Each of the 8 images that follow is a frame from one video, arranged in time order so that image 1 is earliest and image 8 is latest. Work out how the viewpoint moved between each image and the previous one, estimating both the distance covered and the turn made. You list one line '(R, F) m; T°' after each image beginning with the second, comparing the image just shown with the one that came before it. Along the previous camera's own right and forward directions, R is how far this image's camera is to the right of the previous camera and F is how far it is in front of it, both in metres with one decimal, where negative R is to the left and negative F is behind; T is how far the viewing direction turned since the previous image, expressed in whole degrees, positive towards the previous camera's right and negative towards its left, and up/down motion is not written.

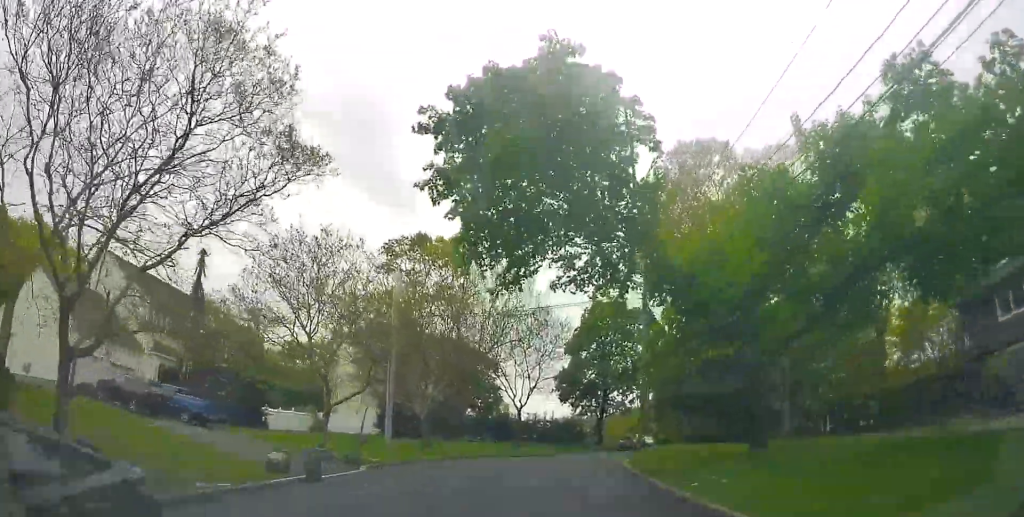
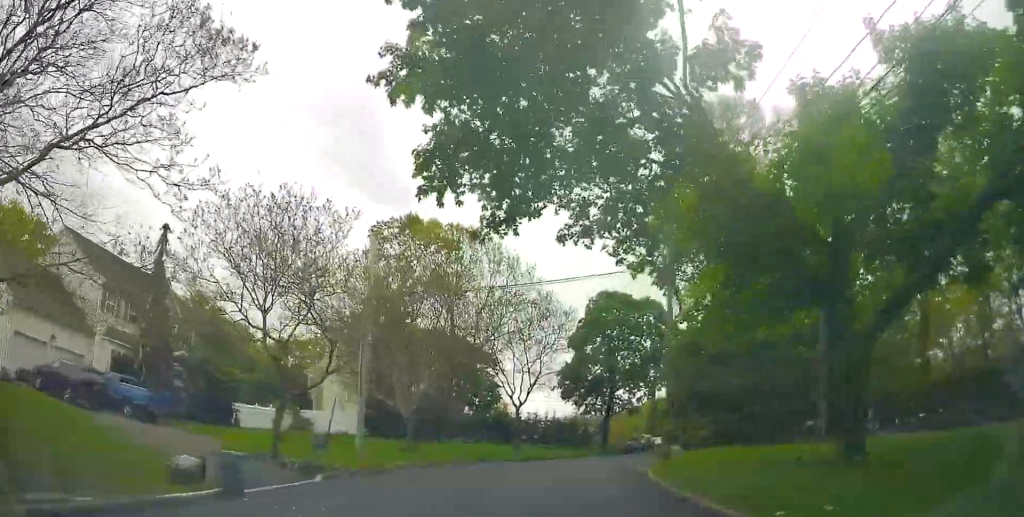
(0.0, +4.7) m; 0°
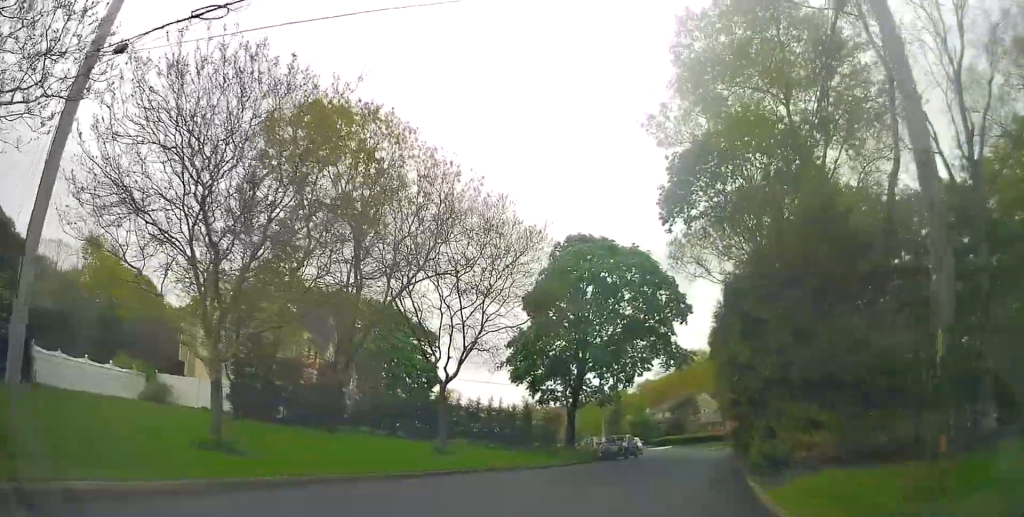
(+0.3, +15.8) m; +3°
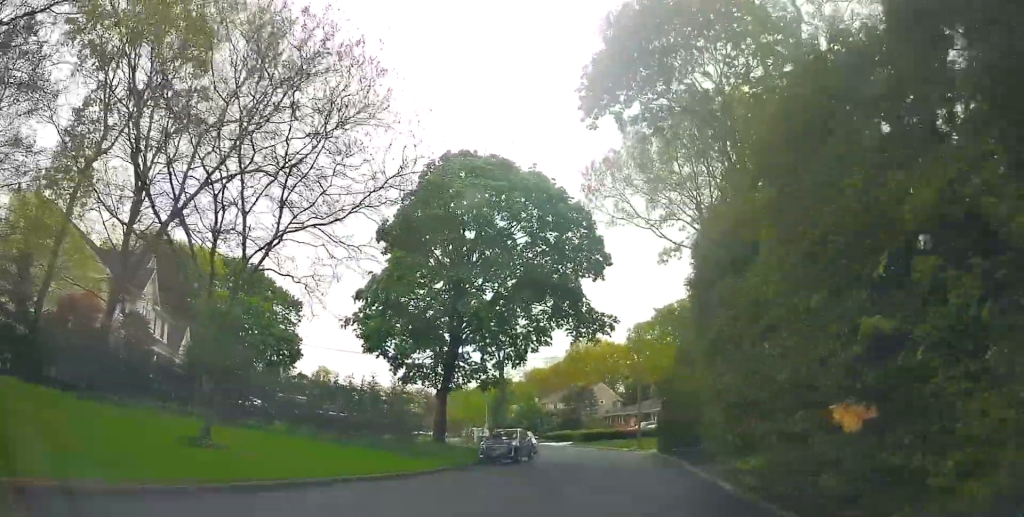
(+0.8, +11.8) m; +10°
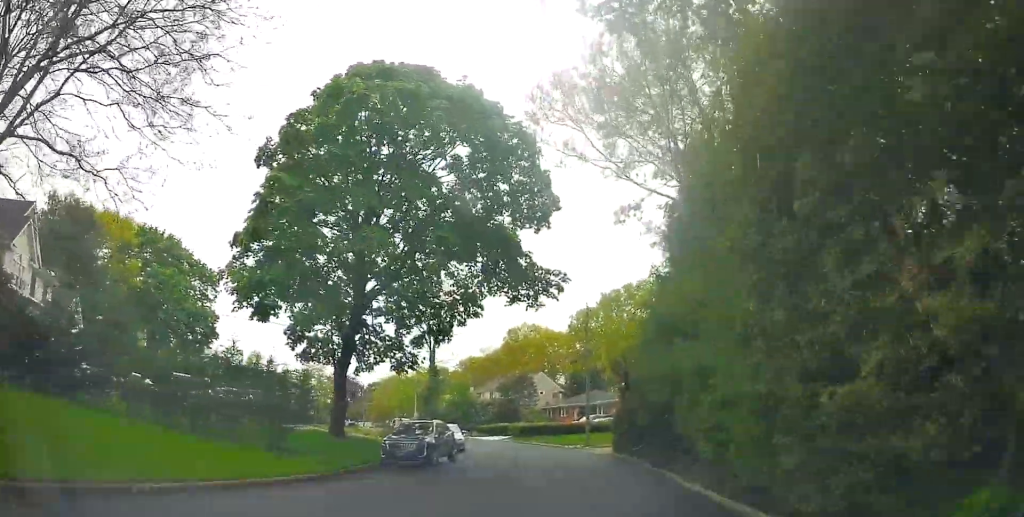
(+0.4, +7.5) m; +9°
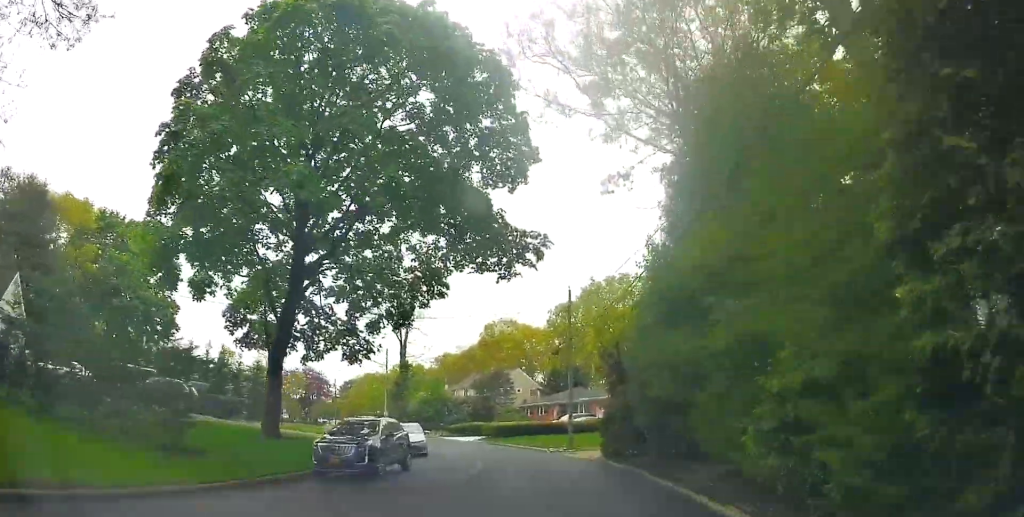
(+0.5, +4.6) m; +5°
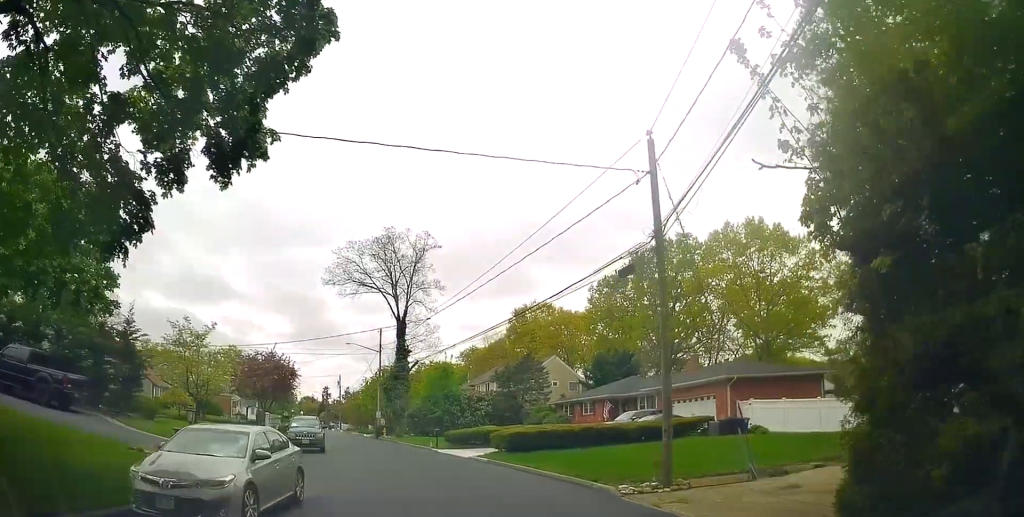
(-0.2, +19.3) m; -8°
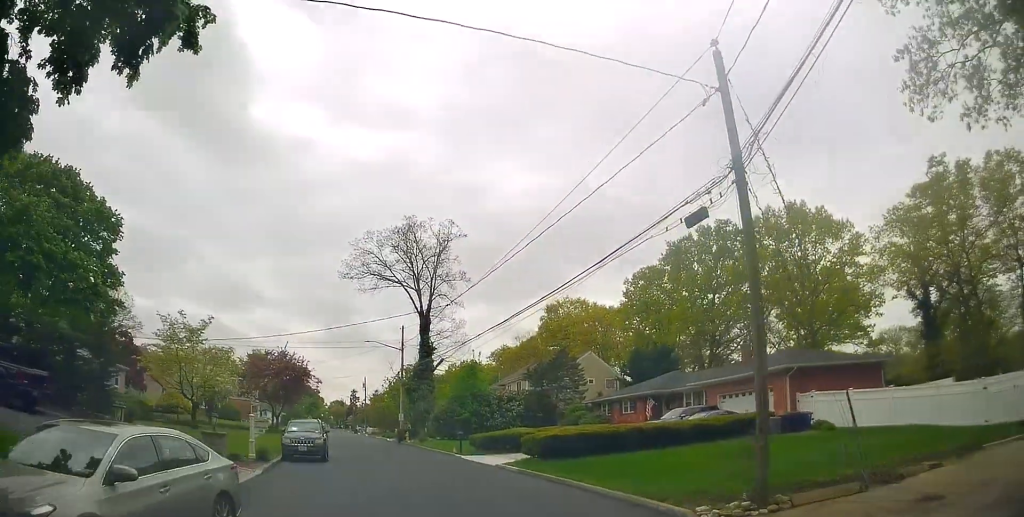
(-0.2, +4.4) m; -3°
